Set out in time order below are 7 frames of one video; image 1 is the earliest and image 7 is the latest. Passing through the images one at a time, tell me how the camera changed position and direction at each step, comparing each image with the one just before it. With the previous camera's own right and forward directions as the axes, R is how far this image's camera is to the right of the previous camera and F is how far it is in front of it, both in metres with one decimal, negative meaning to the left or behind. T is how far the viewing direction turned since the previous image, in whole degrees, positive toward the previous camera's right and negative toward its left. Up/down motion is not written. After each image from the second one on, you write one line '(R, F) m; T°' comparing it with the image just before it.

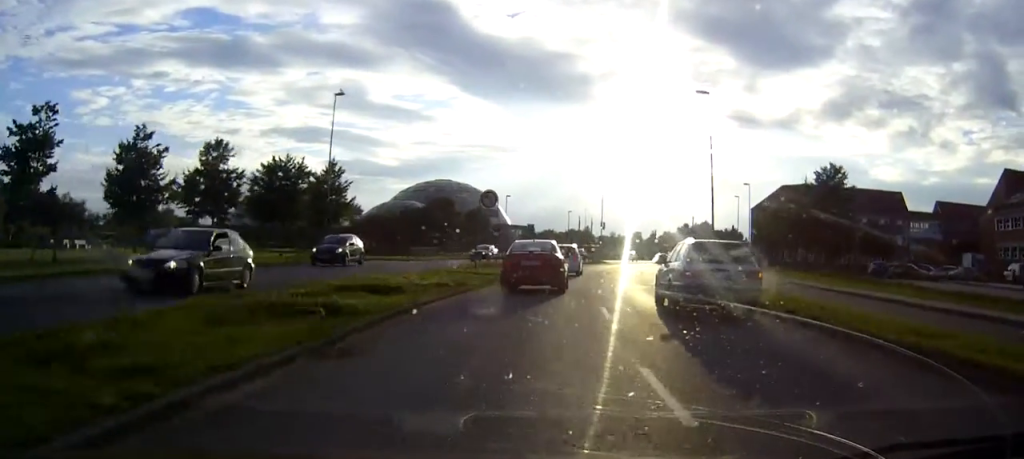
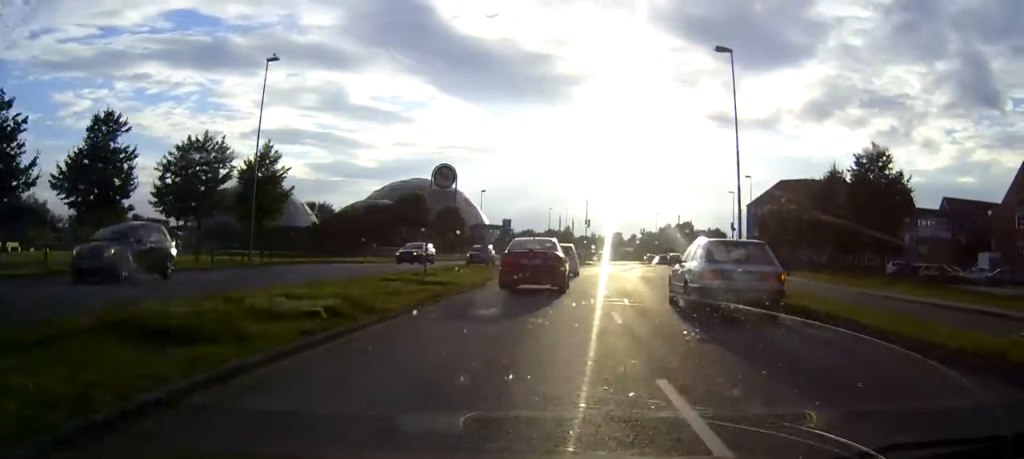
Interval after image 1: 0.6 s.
(+0.1, +8.8) m; +2°
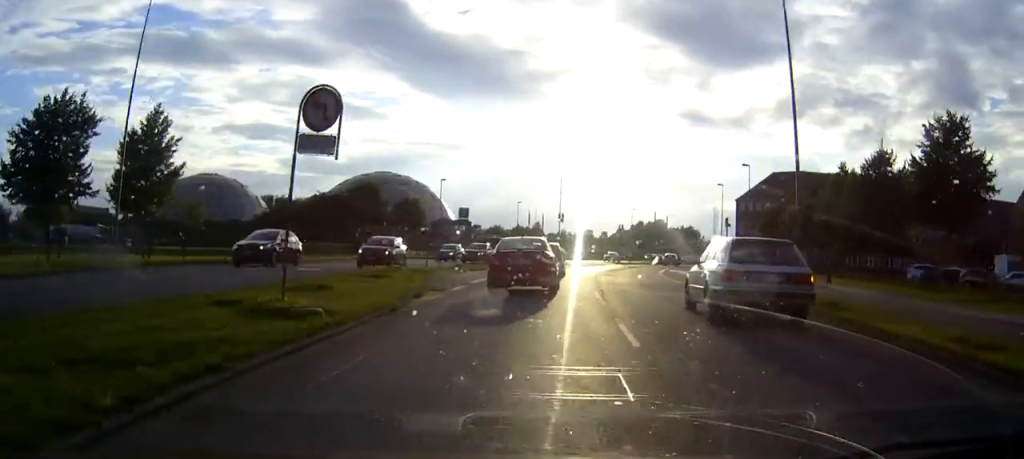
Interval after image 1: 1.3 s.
(+0.3, +10.2) m; +2°
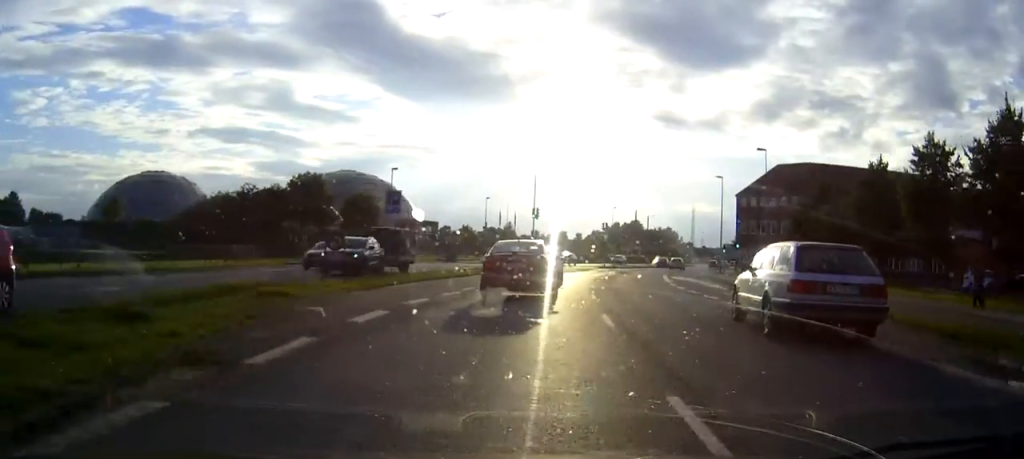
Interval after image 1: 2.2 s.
(0.0, +13.1) m; +1°
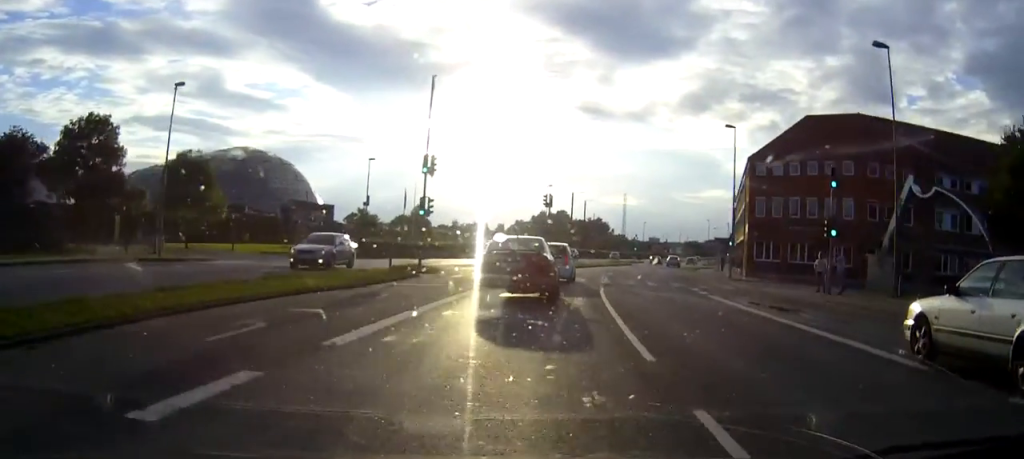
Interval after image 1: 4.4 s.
(+1.8, +31.0) m; +7°
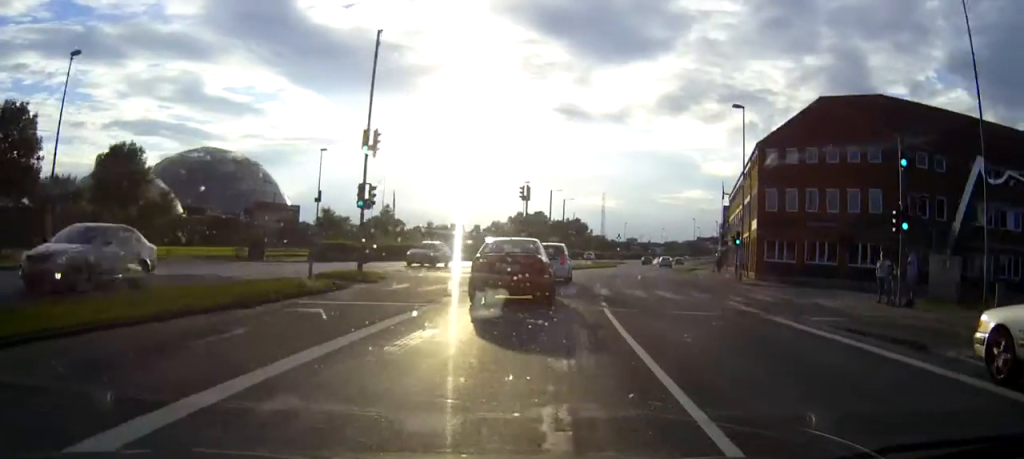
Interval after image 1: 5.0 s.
(+0.2, +8.0) m; +2°
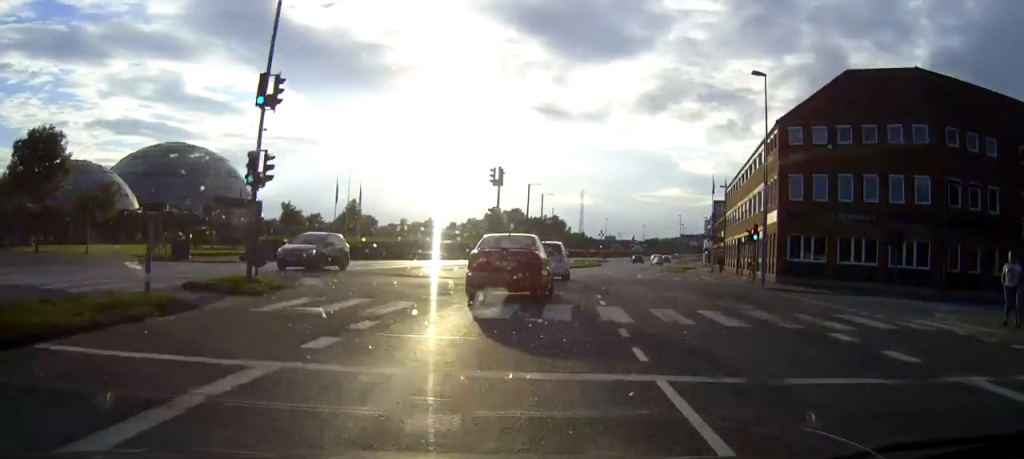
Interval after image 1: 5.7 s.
(+0.1, +8.8) m; +2°
